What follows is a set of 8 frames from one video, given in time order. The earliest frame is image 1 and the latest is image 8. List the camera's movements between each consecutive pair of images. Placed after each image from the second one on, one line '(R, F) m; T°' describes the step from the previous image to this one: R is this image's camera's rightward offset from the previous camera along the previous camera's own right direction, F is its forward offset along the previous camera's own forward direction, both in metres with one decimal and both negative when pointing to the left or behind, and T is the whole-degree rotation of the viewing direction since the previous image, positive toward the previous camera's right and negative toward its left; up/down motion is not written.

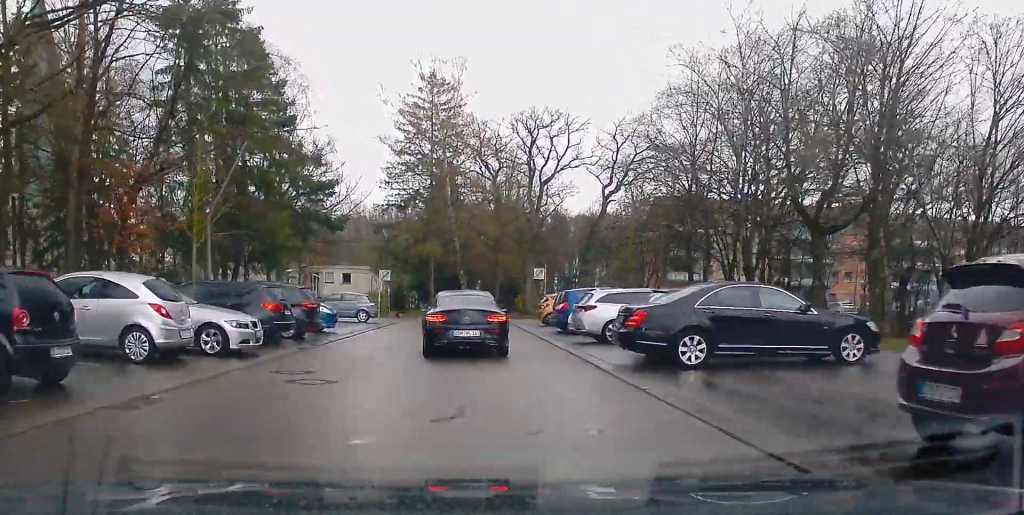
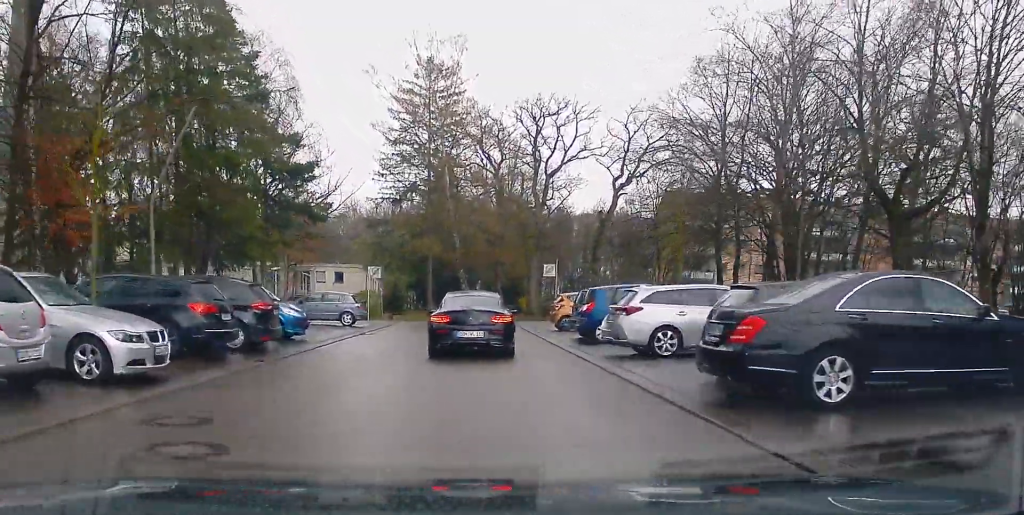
(0.0, +6.6) m; 0°
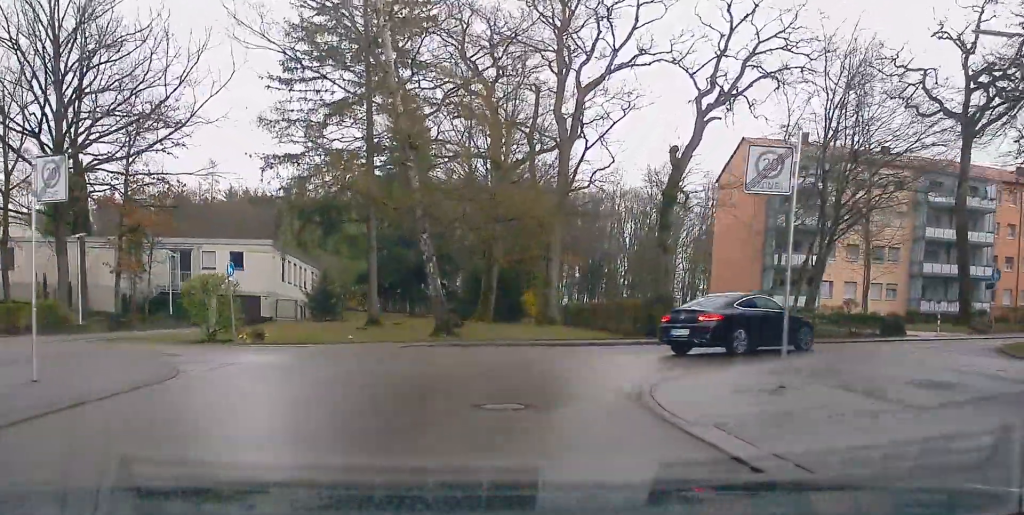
(+1.1, +24.8) m; +9°
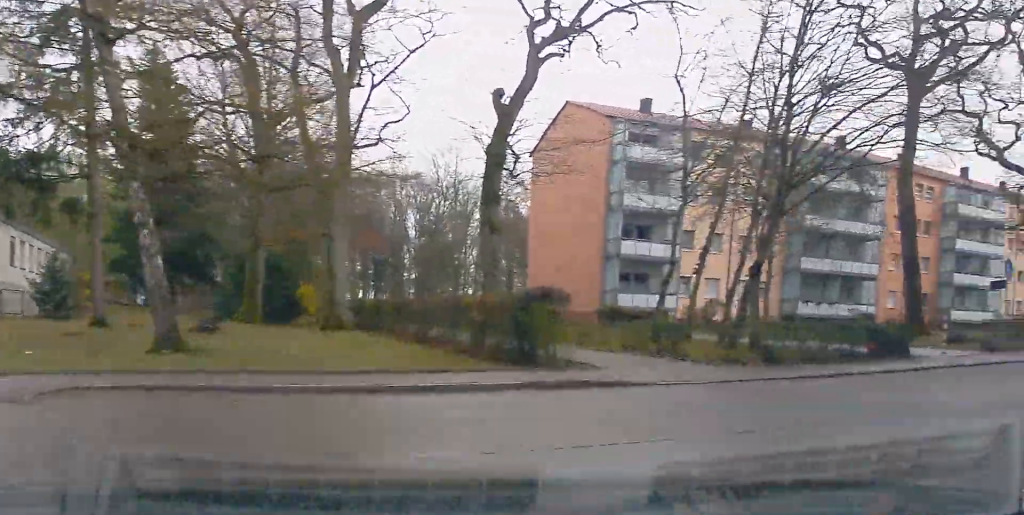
(+1.2, +9.6) m; +26°
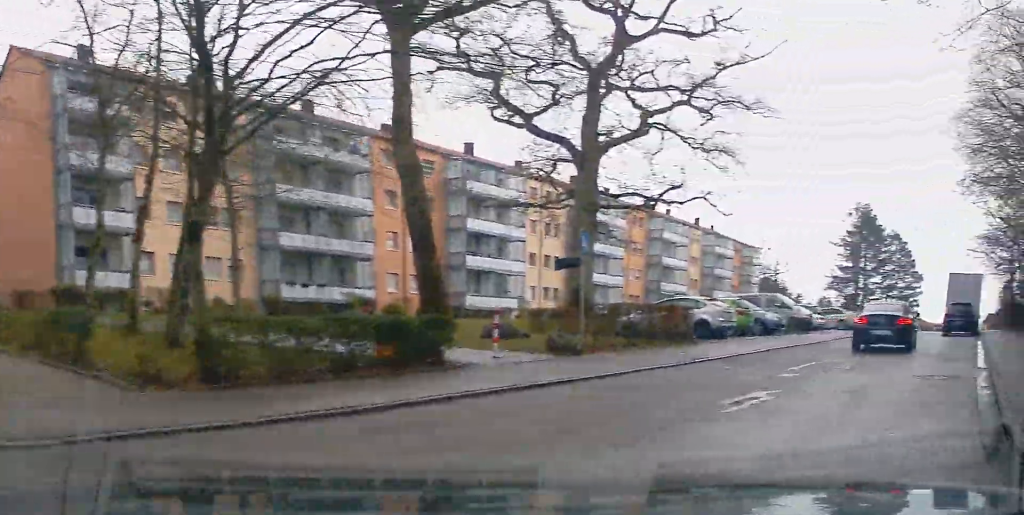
(+1.1, +5.6) m; +23°
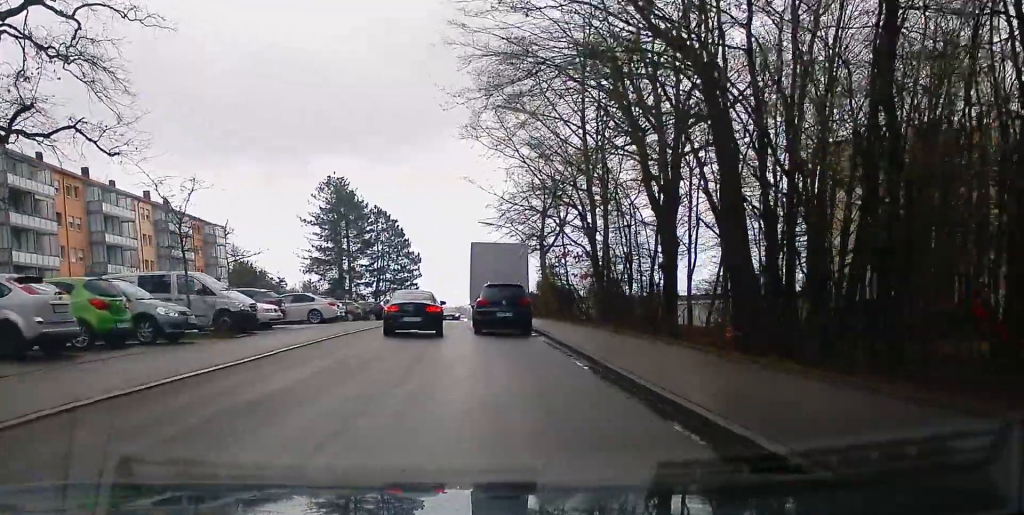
(+3.4, +9.2) m; +28°
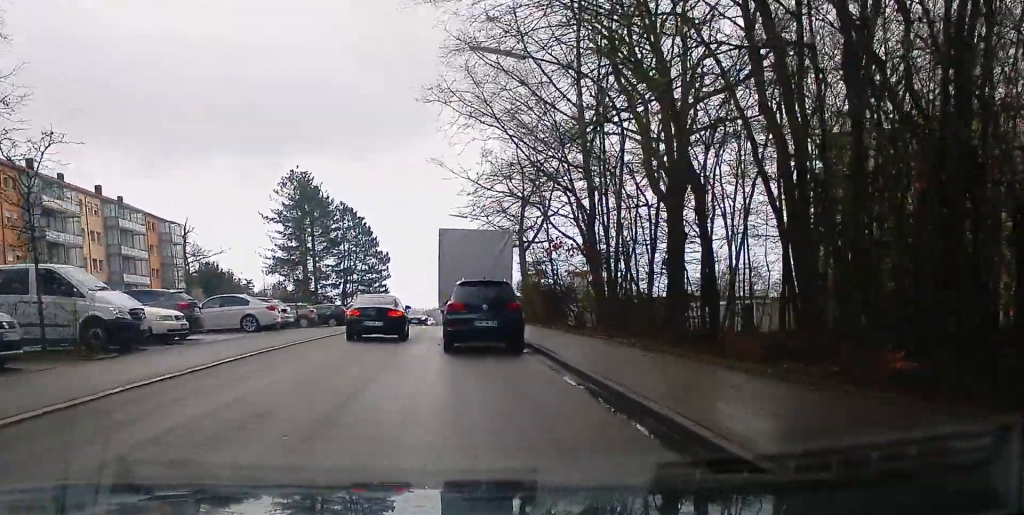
(+0.4, +4.5) m; +7°
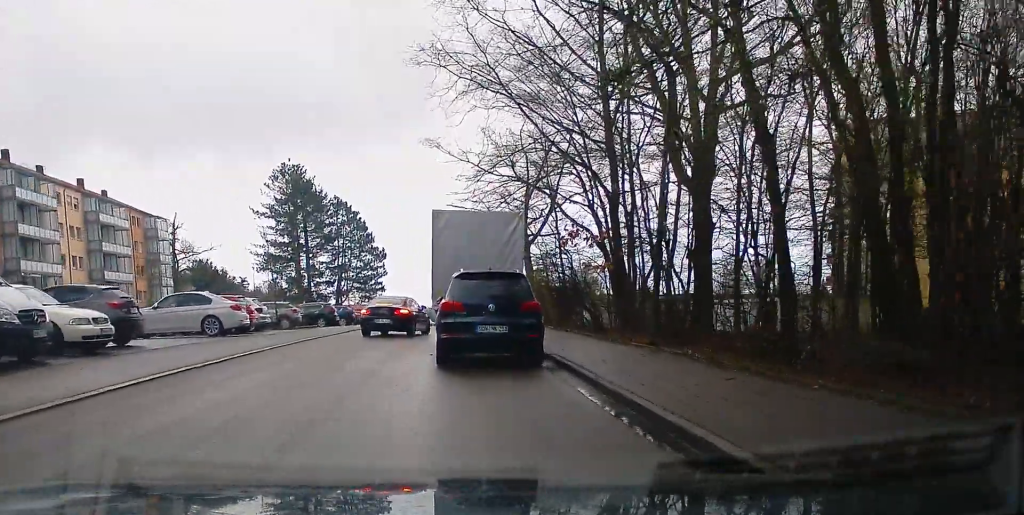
(+0.1, +3.3) m; +4°
